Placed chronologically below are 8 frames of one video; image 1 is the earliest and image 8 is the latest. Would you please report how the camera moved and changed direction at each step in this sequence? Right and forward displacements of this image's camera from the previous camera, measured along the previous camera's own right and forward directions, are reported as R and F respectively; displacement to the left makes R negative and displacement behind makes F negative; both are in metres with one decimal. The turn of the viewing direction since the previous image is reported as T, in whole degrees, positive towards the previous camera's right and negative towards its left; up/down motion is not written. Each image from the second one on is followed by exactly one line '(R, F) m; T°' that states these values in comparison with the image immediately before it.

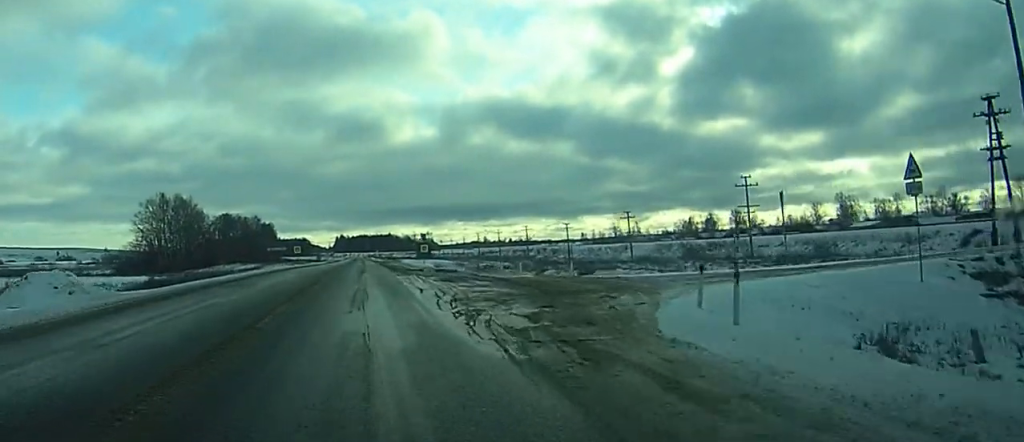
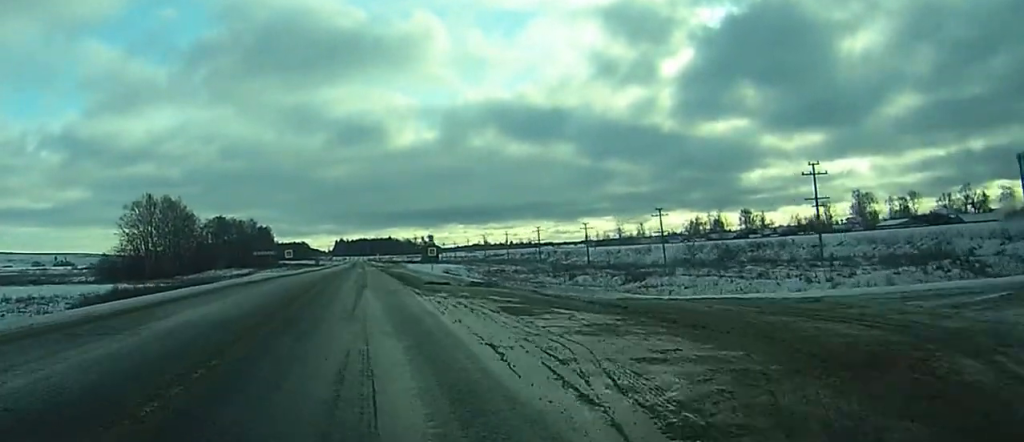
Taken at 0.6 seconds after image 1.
(0.0, +14.3) m; 0°
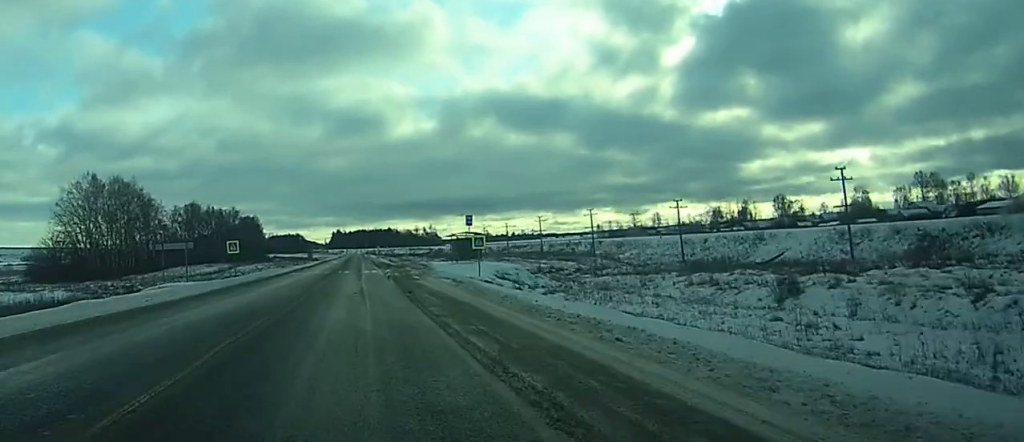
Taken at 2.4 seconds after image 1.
(0.0, +46.5) m; 0°
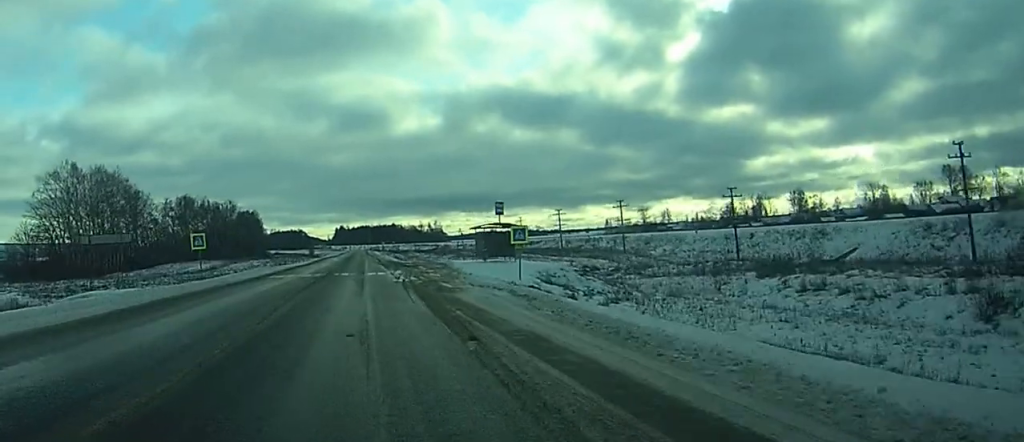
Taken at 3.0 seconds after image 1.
(0.0, +15.2) m; 0°
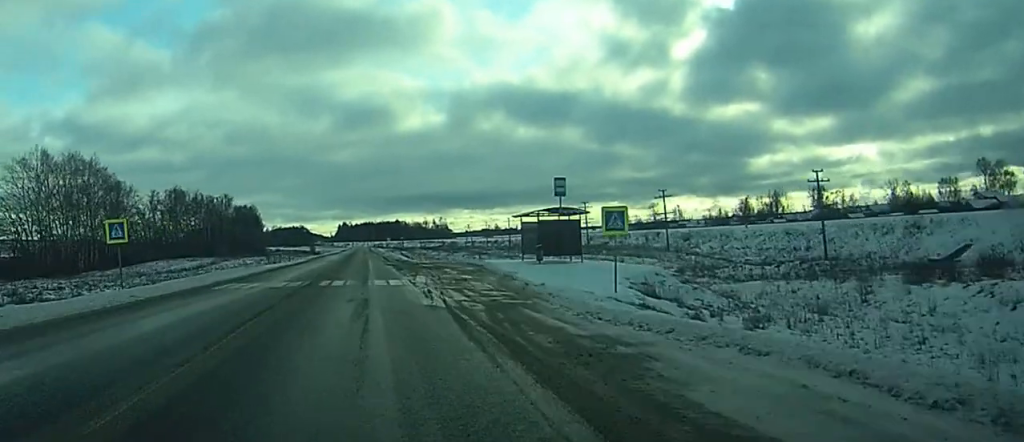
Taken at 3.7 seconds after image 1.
(0.0, +17.8) m; 0°
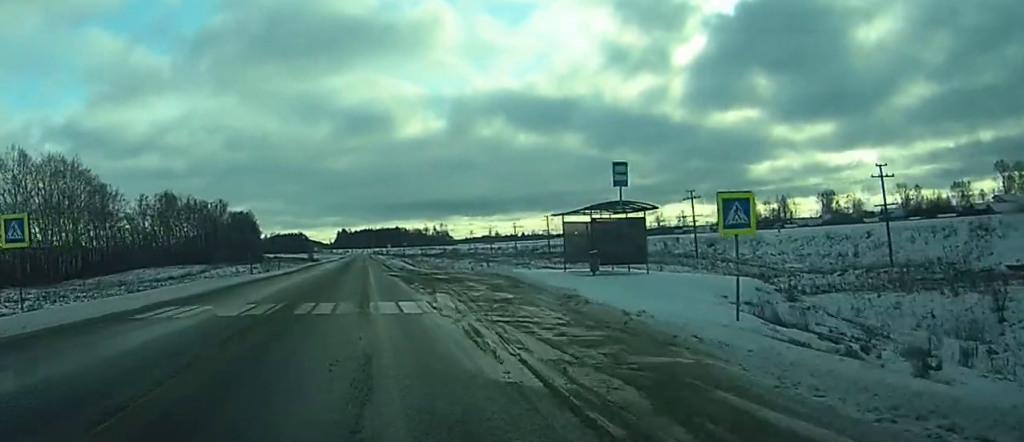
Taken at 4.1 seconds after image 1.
(0.0, +10.2) m; 0°
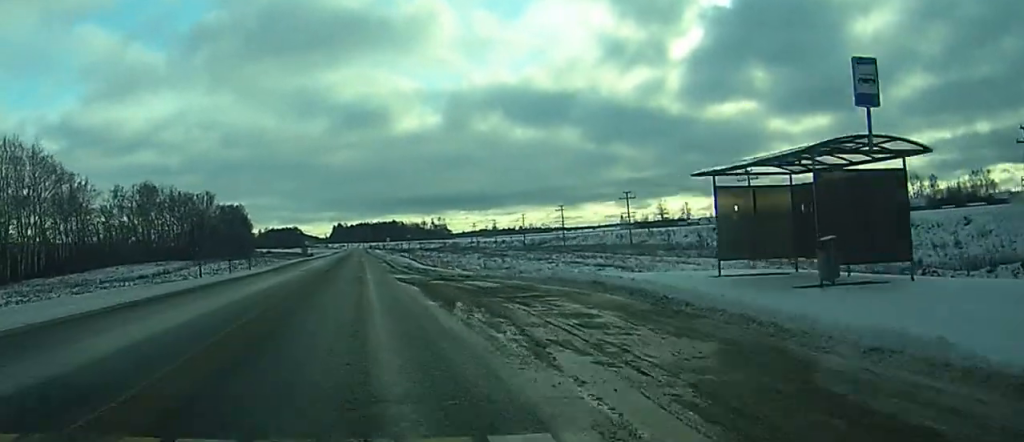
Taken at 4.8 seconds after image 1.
(0.0, +16.9) m; 0°
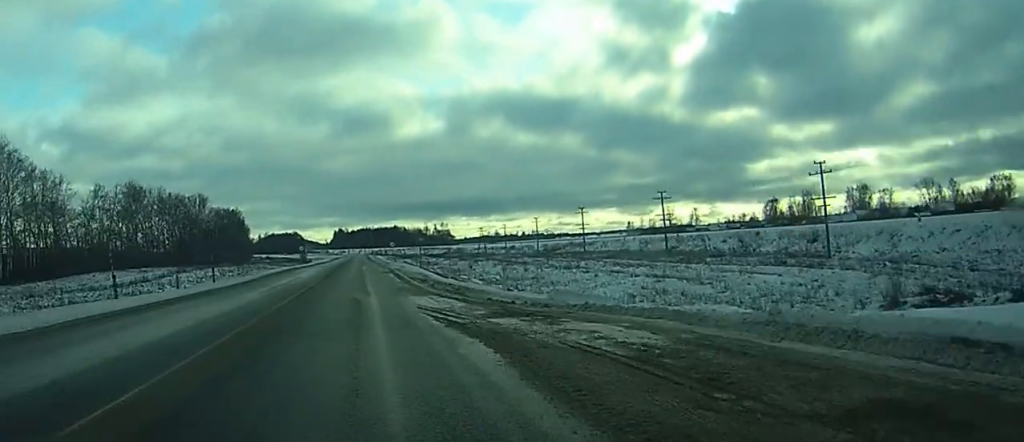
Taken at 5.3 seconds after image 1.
(0.0, +14.4) m; 0°
